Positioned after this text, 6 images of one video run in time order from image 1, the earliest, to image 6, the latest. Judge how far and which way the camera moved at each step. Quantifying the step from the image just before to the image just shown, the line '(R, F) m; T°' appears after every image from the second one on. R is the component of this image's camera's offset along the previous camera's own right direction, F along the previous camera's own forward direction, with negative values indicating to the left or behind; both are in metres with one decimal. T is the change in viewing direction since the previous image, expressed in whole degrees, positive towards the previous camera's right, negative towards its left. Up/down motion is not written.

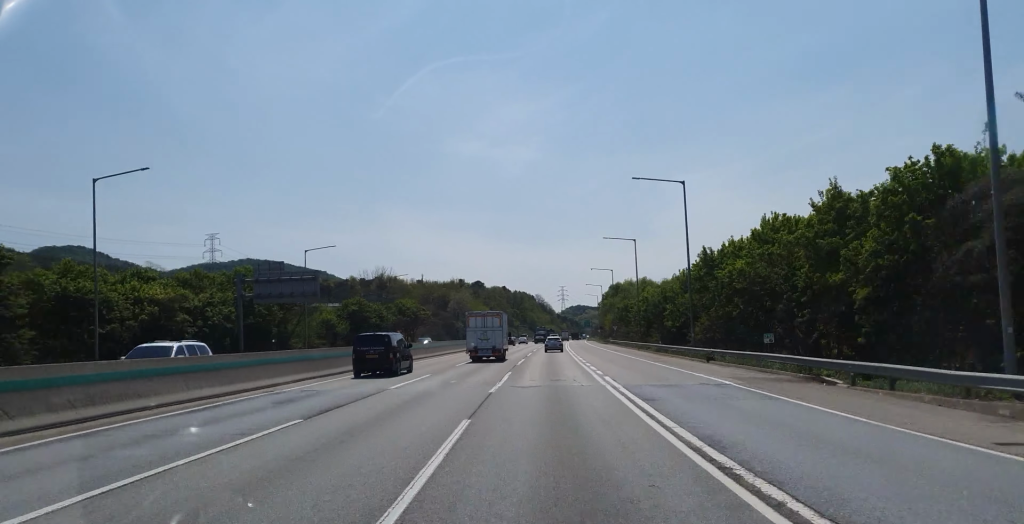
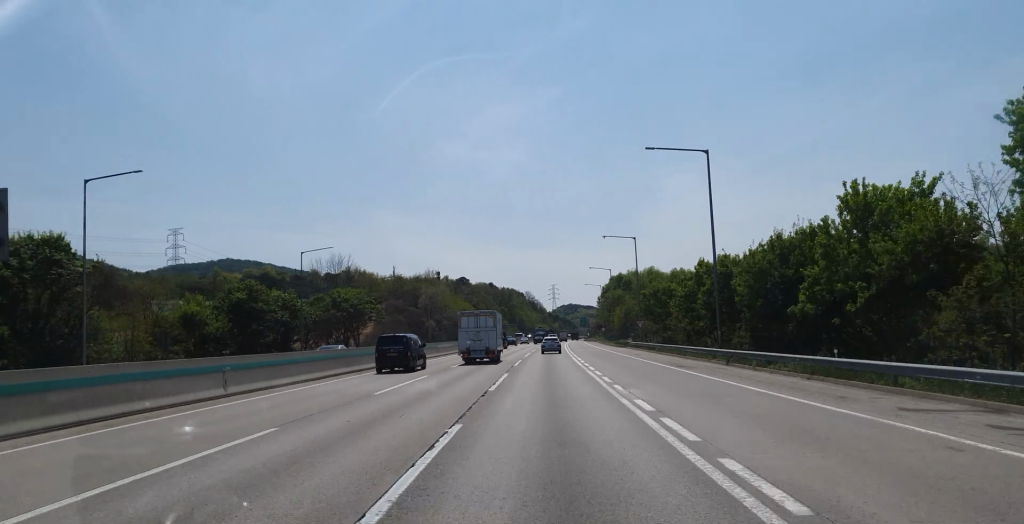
(+0.2, +41.0) m; 0°
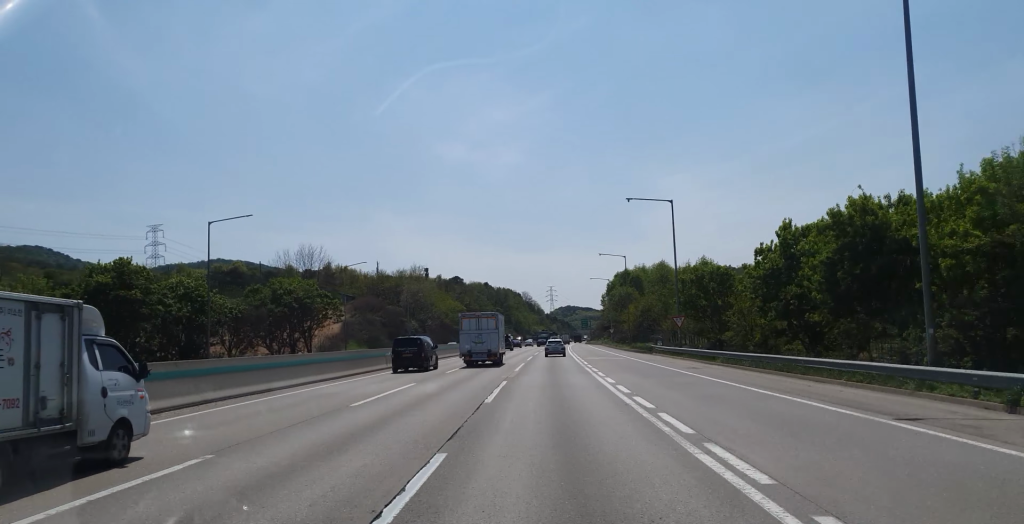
(0.0, +23.9) m; 0°
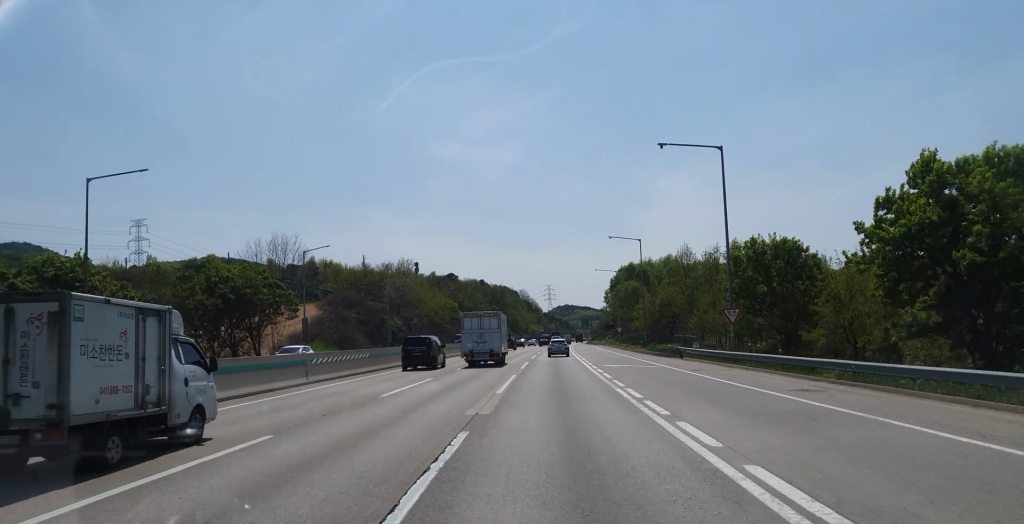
(0.0, +16.7) m; 0°
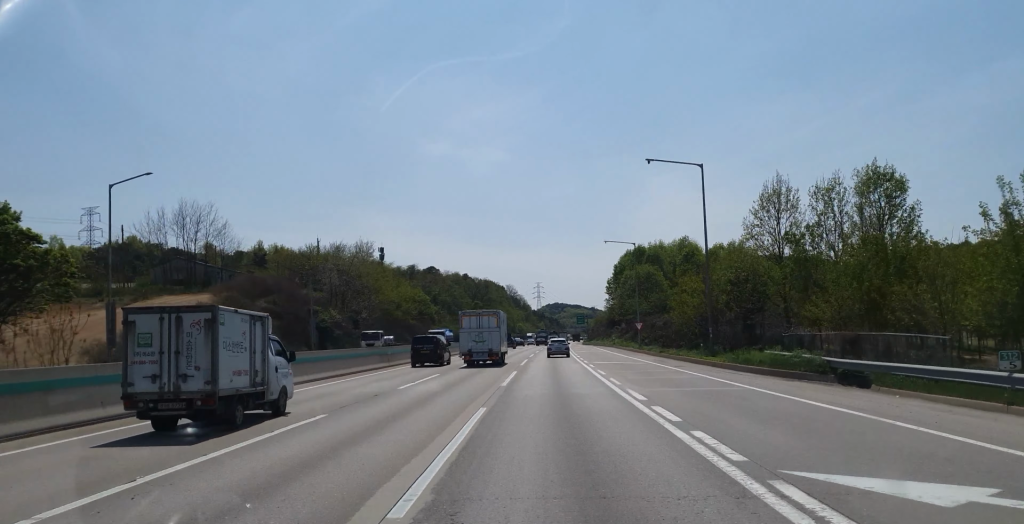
(+0.2, +36.4) m; +1°
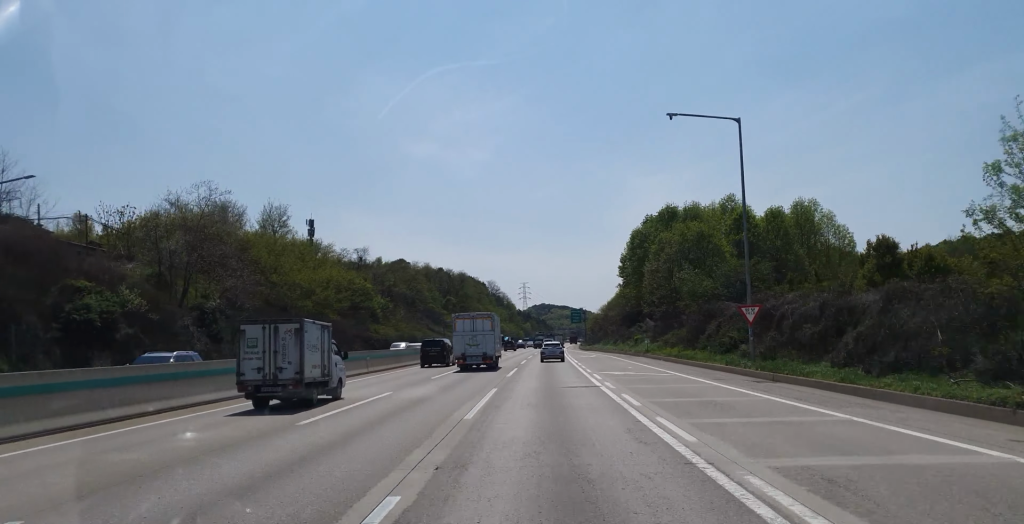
(+0.6, +50.6) m; +1°
